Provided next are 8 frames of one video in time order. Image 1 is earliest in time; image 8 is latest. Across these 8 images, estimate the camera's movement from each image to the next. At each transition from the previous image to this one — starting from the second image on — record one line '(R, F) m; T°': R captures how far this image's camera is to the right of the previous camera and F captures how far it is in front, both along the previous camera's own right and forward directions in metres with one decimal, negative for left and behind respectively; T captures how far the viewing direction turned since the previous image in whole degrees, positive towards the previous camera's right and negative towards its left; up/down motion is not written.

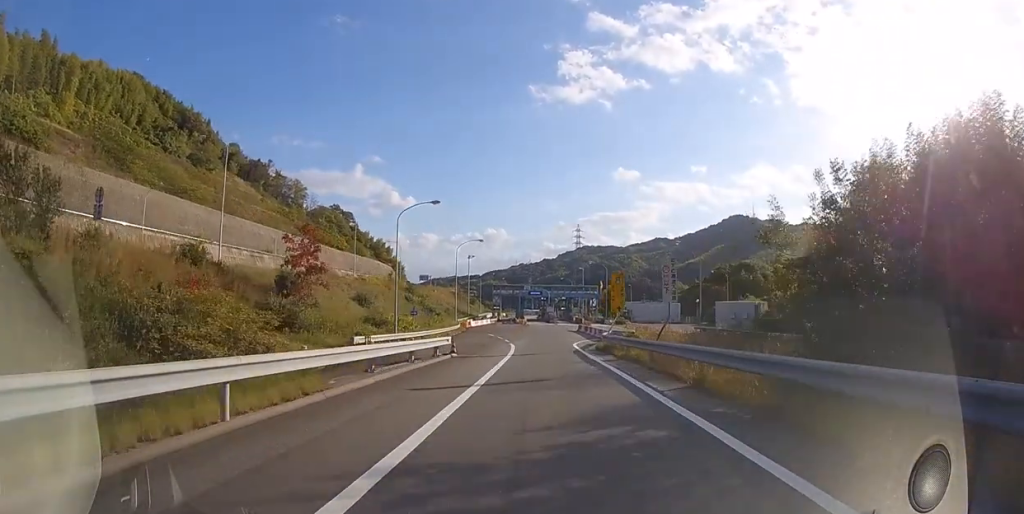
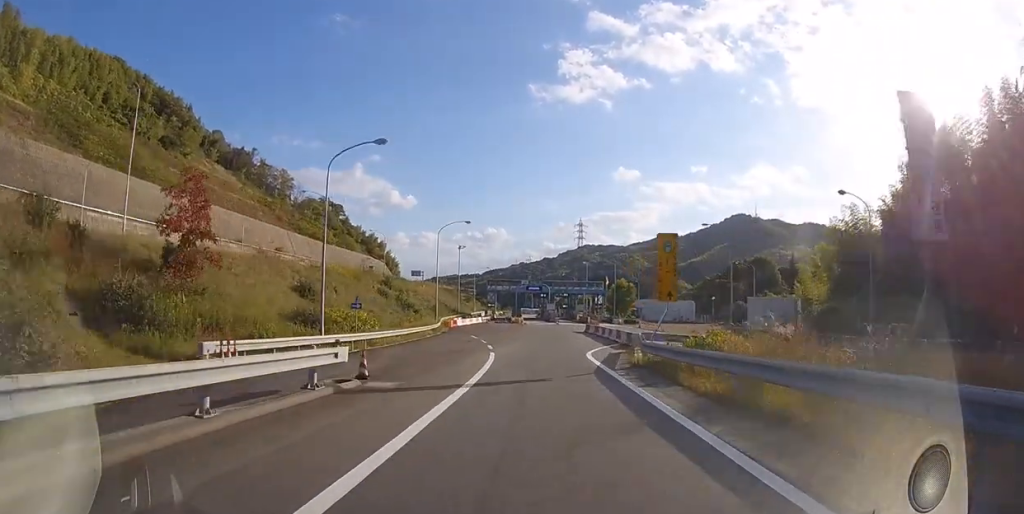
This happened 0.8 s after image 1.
(0.0, +12.2) m; 0°
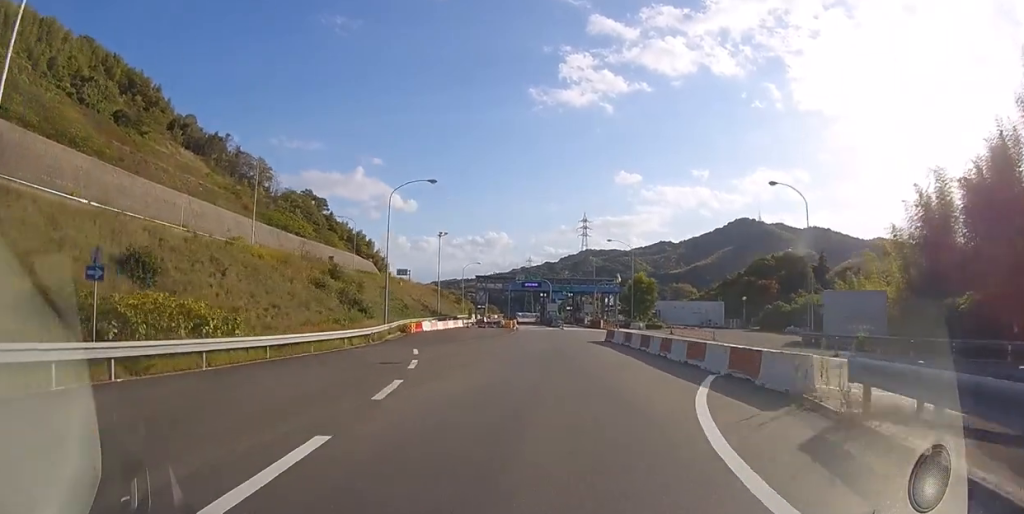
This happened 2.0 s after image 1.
(0.0, +17.8) m; 0°
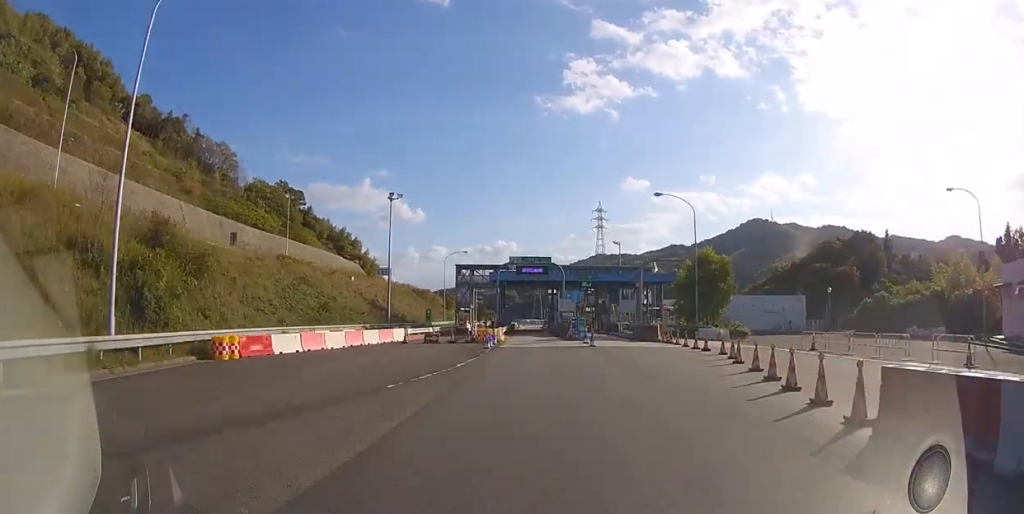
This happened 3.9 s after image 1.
(-0.2, +28.1) m; -1°
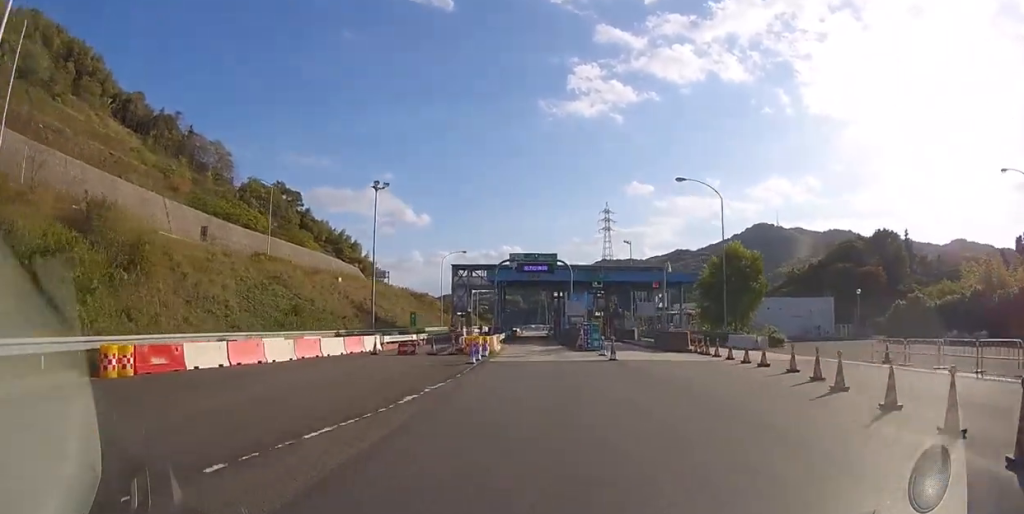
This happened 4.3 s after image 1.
(0.0, +6.2) m; 0°
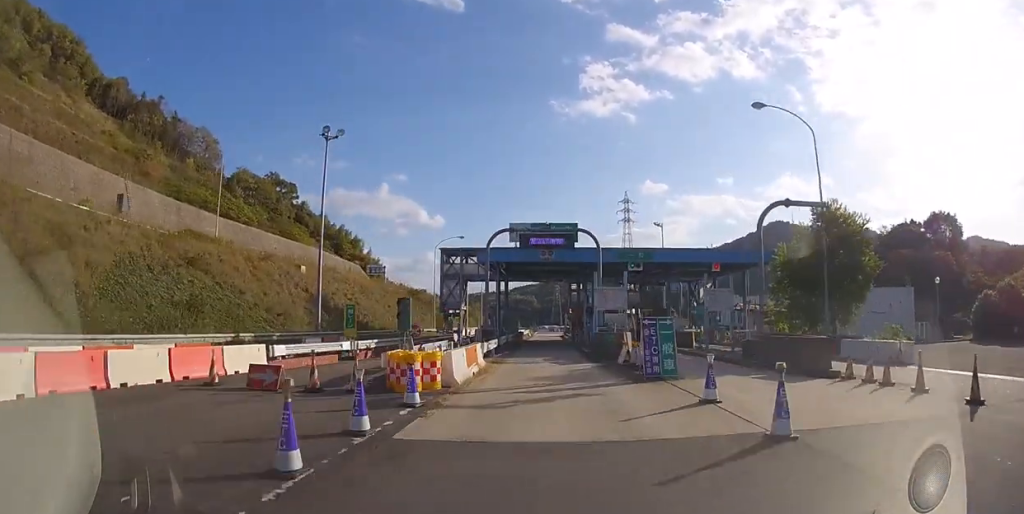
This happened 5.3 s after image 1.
(-0.1, +14.0) m; -1°
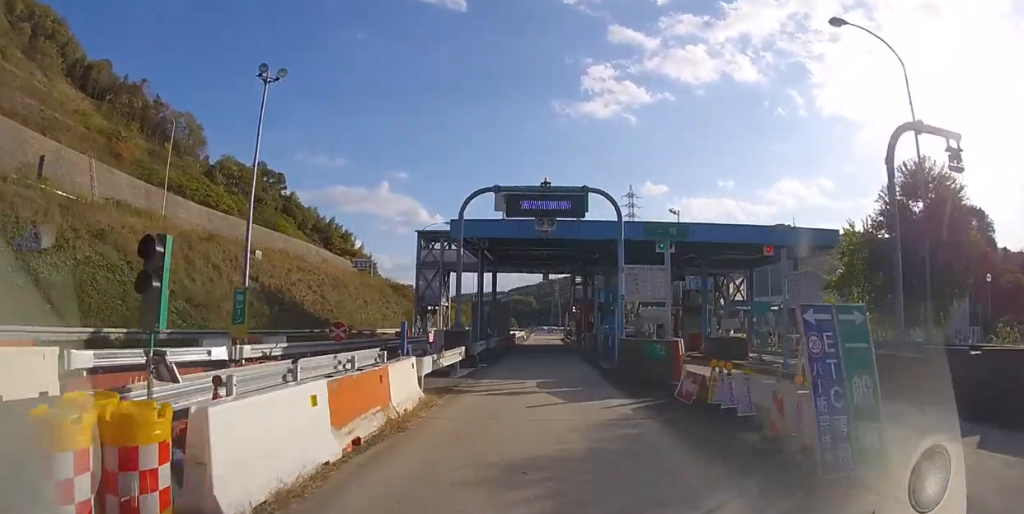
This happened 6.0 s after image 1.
(-0.1, +8.6) m; -1°
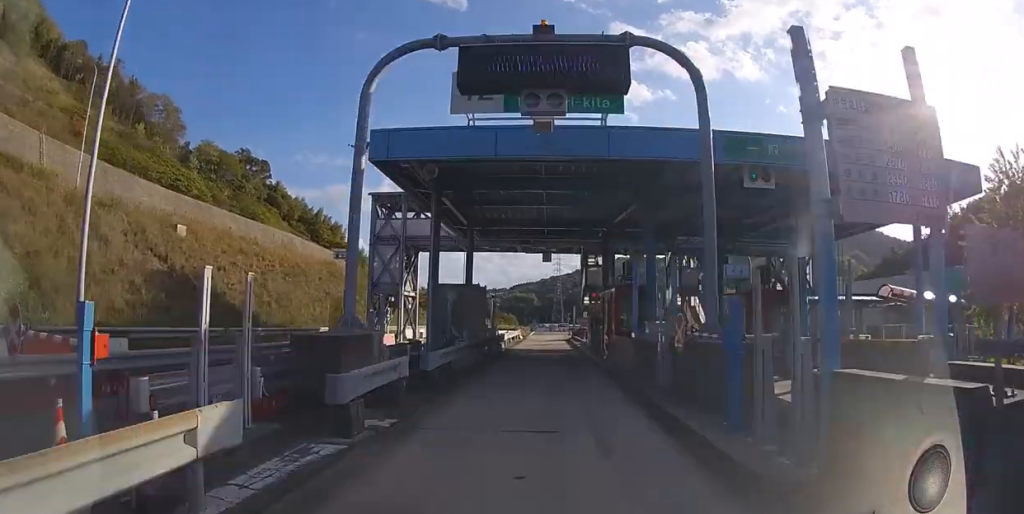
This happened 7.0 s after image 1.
(-0.1, +11.3) m; 0°
